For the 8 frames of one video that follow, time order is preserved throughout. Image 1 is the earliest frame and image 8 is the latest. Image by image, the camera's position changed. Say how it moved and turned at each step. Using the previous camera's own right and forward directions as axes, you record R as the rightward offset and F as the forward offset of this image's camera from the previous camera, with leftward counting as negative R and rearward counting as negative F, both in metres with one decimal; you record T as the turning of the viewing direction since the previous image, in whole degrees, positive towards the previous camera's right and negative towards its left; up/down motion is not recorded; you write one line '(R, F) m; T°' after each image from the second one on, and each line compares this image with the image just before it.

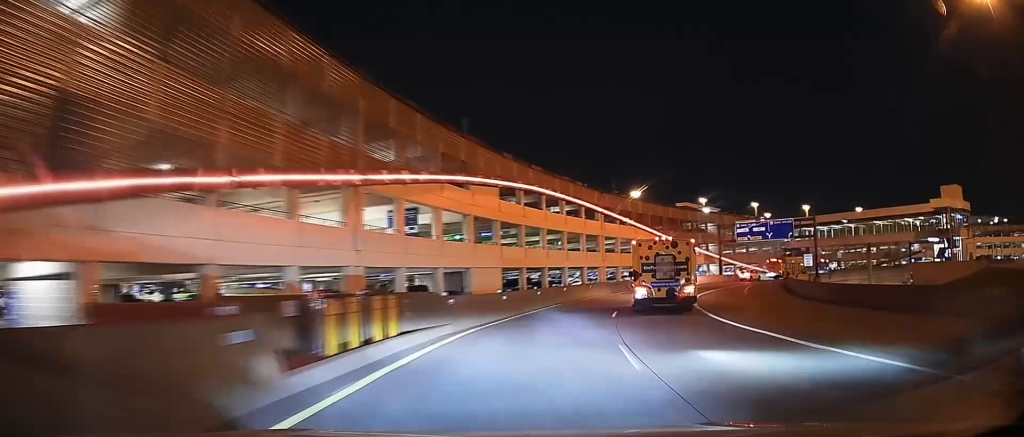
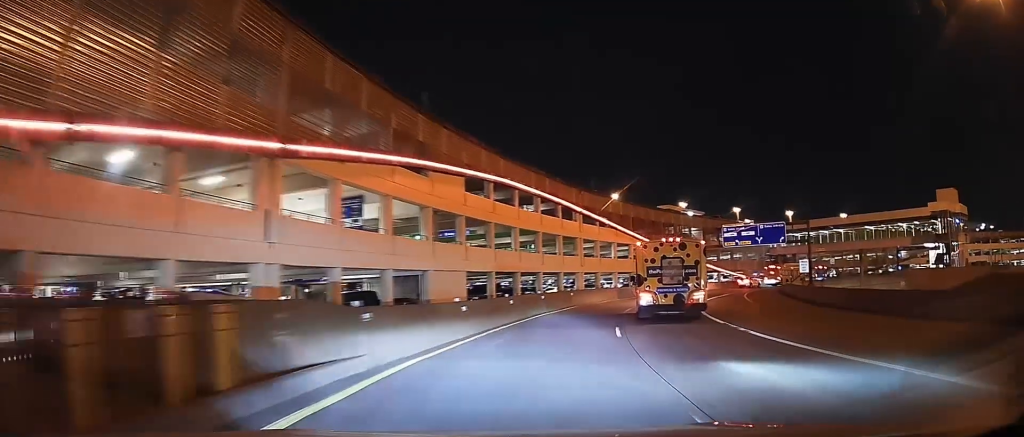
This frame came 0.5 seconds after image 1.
(+0.3, +6.2) m; +2°
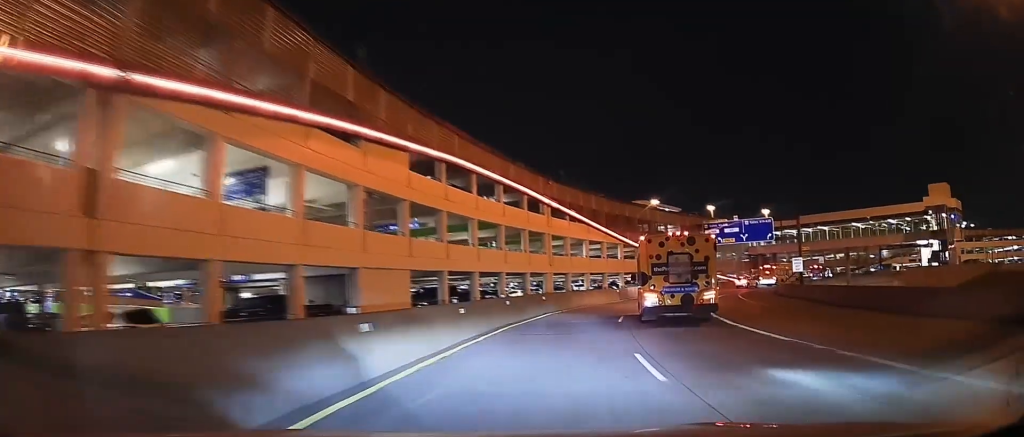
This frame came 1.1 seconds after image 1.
(+0.2, +7.7) m; +4°
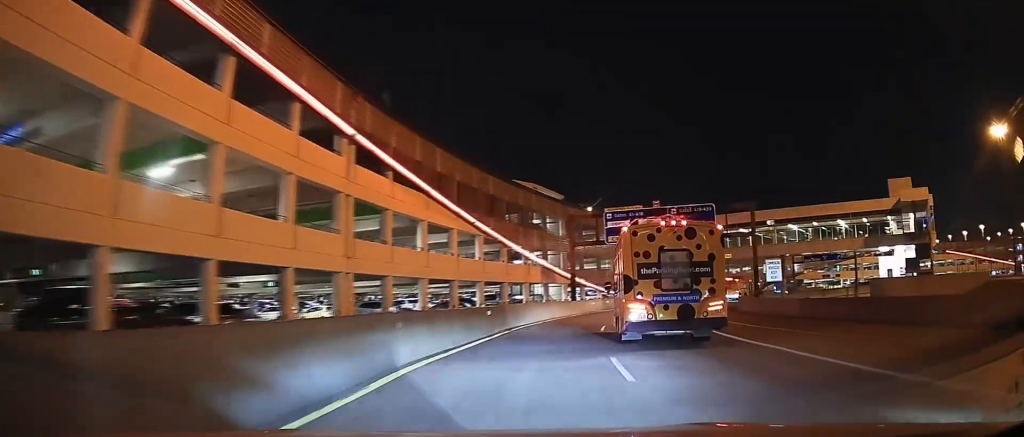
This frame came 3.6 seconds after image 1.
(+4.0, +26.7) m; +16°
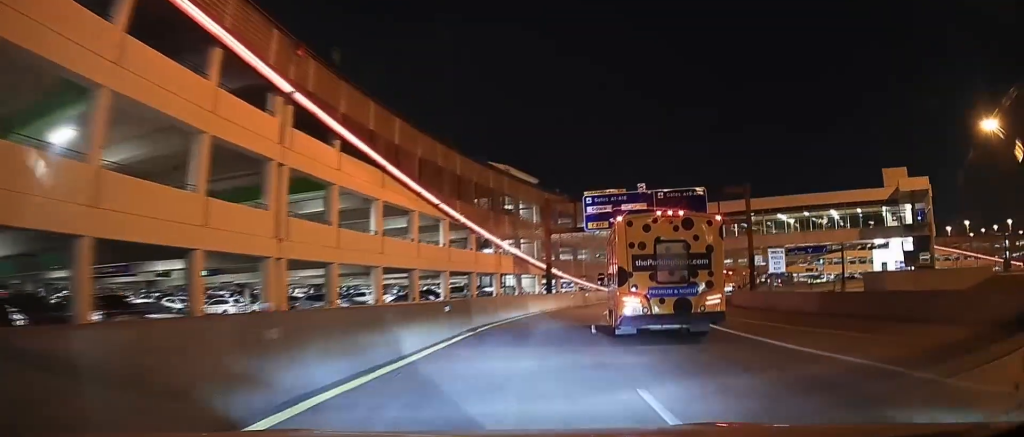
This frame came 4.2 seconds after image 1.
(+0.1, +5.0) m; +4°
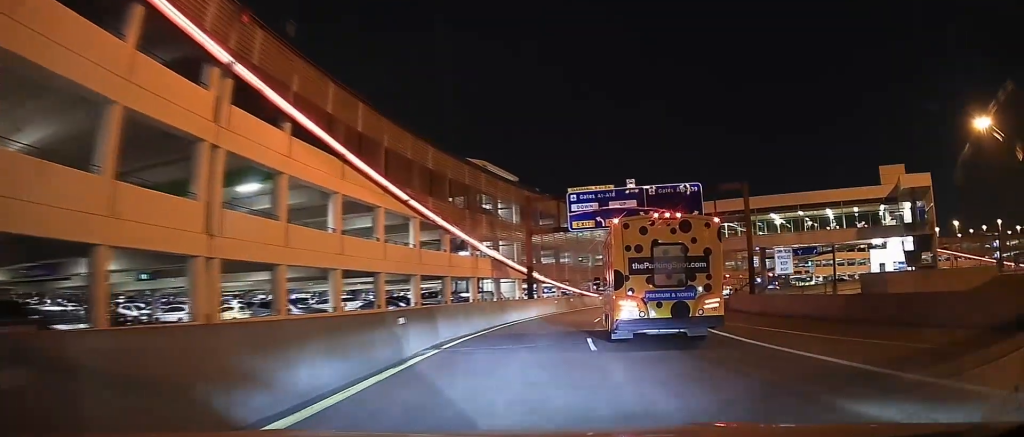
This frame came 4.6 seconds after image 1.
(+0.3, +3.9) m; +5°
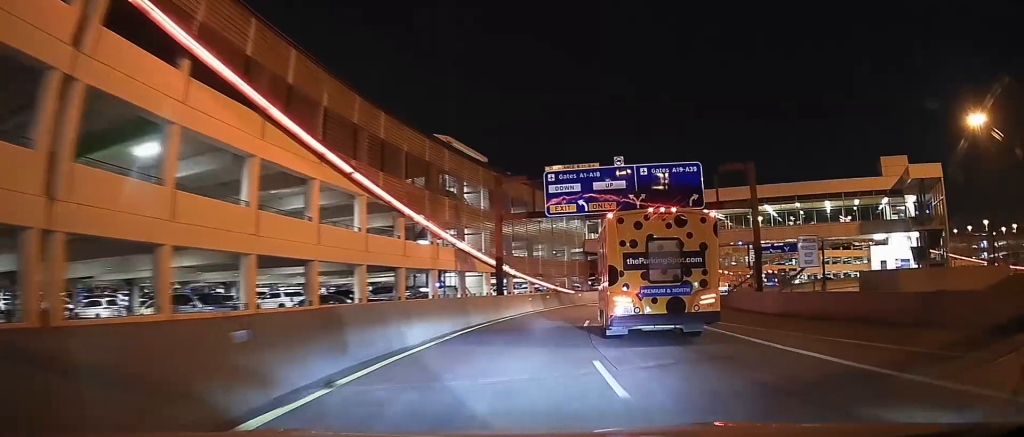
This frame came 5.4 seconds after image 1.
(+0.5, +6.7) m; +5°
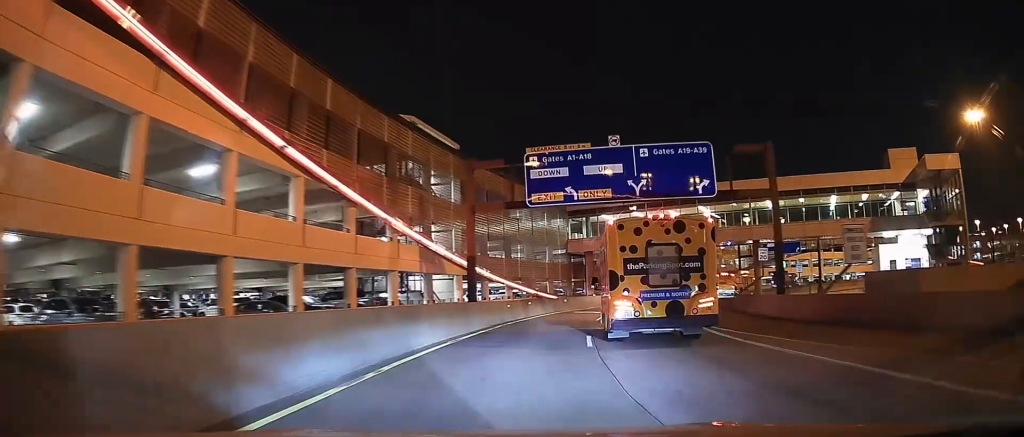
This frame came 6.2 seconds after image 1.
(+0.2, +6.5) m; +2°
